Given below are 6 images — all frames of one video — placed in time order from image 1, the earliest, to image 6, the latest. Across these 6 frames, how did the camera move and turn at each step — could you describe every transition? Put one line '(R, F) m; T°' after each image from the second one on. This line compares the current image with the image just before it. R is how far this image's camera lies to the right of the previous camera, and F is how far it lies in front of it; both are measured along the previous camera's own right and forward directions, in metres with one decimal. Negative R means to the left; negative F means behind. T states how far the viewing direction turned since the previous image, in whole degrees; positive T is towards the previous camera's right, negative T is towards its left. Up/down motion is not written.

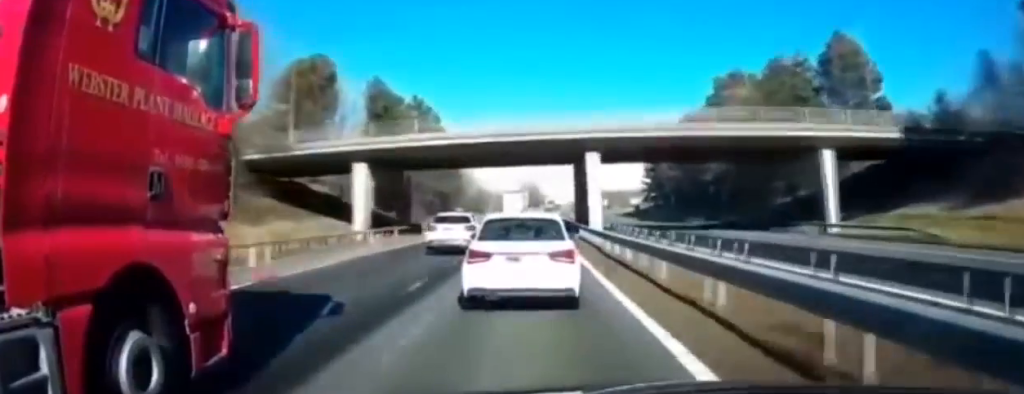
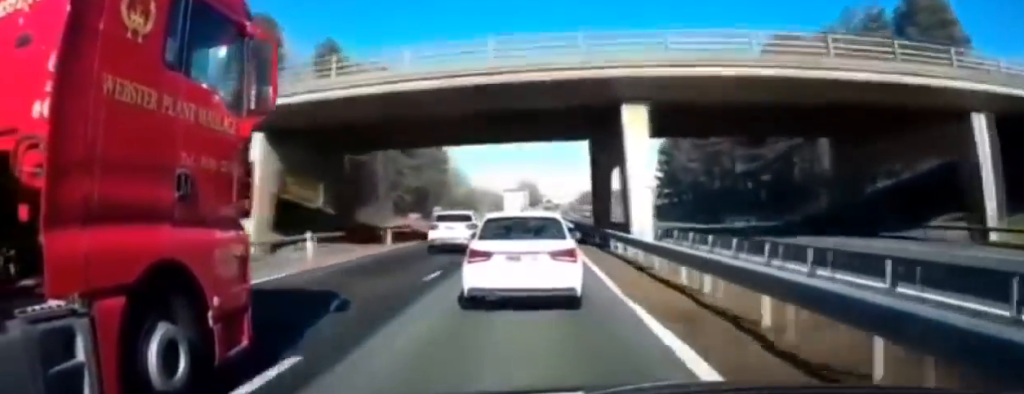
(+0.1, +15.9) m; 0°
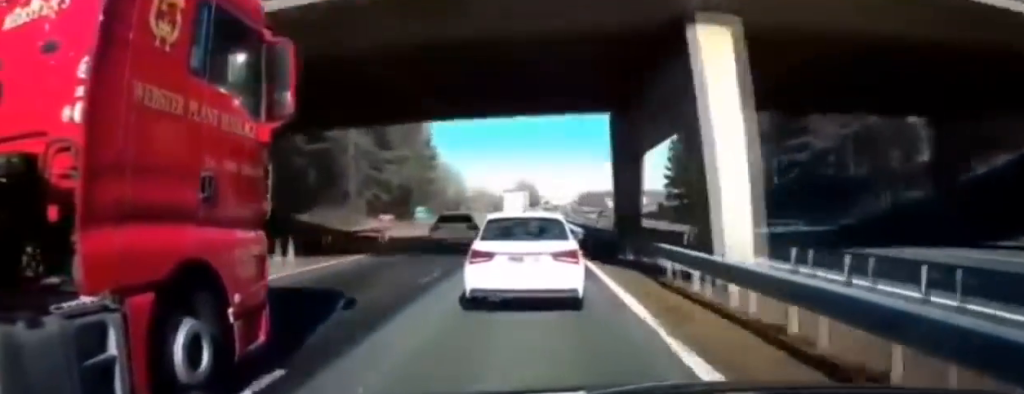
(-0.3, +9.5) m; 0°
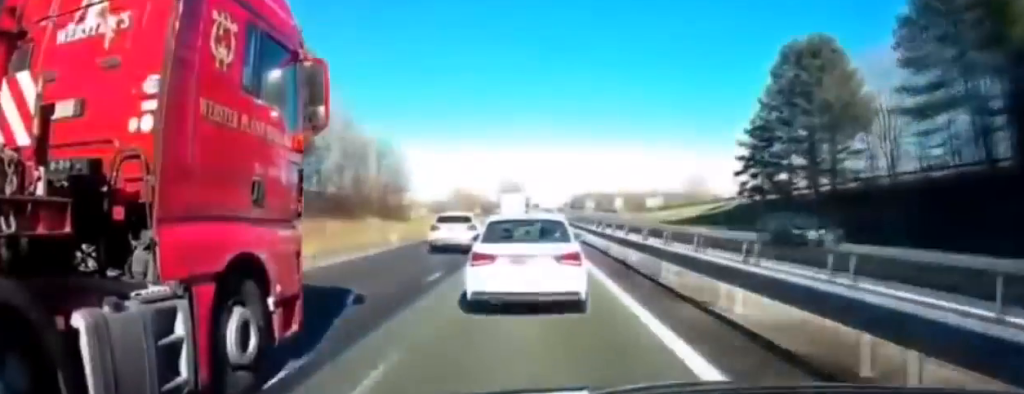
(+1.0, +43.6) m; +3°
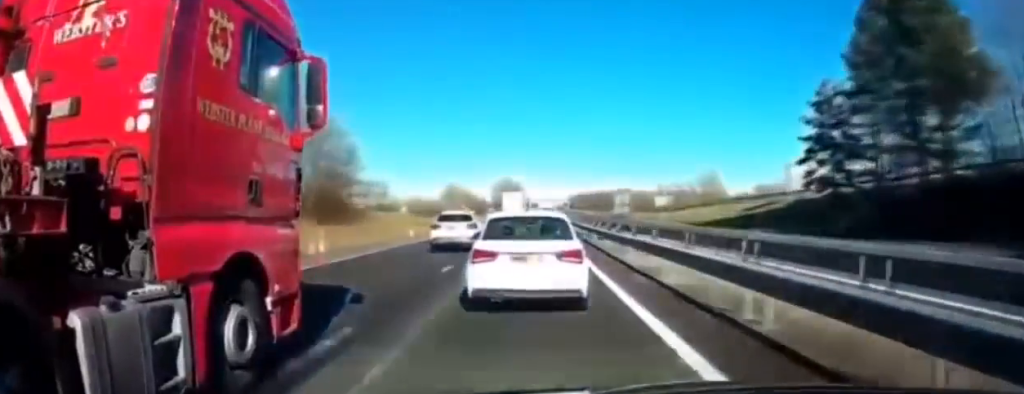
(+0.2, +17.6) m; 0°
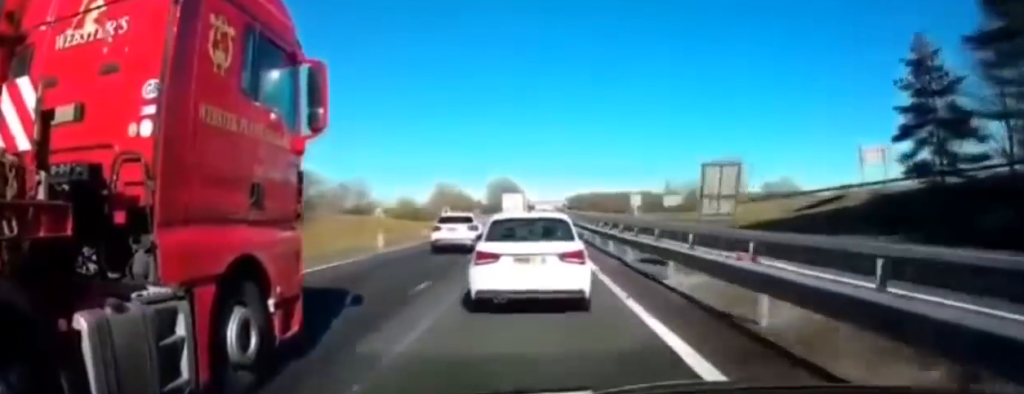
(+0.1, +14.8) m; 0°
